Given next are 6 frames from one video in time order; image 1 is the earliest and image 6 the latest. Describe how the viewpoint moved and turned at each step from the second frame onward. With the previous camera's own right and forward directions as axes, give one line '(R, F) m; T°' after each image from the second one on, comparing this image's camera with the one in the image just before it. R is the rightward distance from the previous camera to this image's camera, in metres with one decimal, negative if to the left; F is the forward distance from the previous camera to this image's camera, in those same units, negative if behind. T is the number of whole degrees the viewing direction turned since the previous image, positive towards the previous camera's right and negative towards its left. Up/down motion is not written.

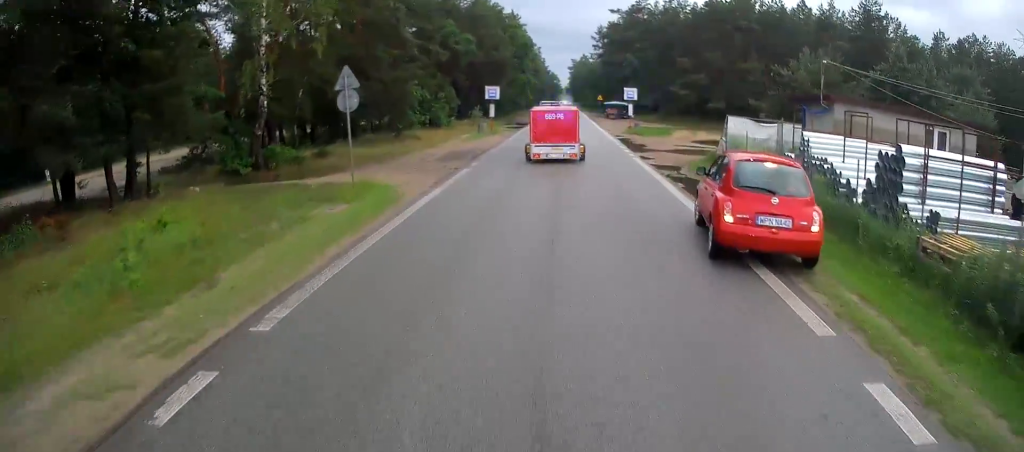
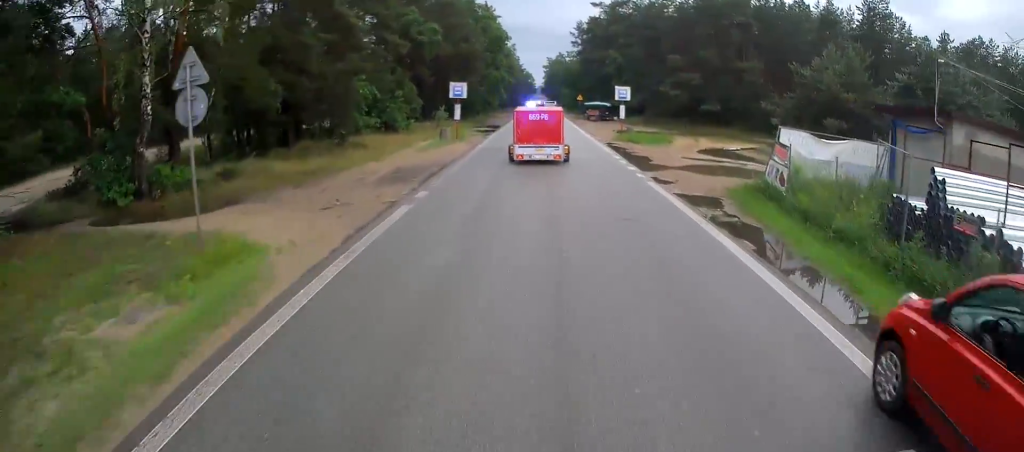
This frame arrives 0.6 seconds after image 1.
(0.0, +7.0) m; +1°
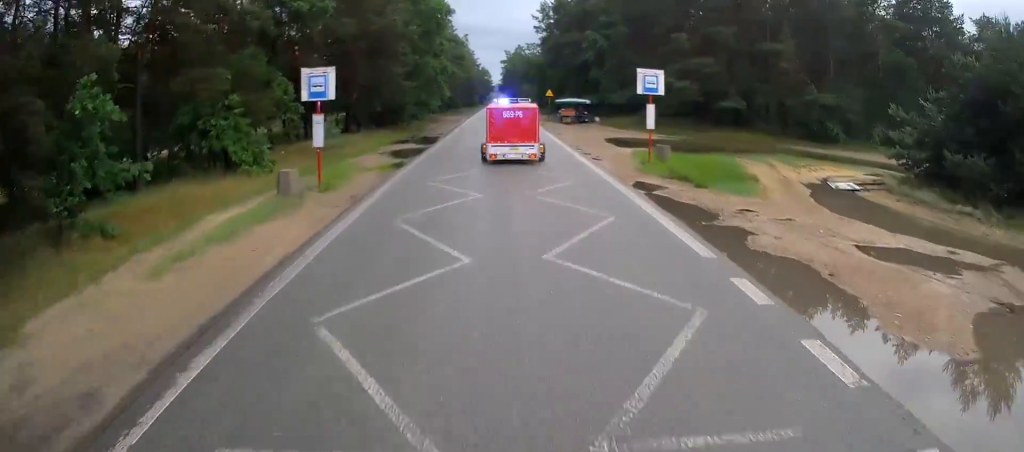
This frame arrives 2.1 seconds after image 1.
(+0.5, +17.6) m; +4°
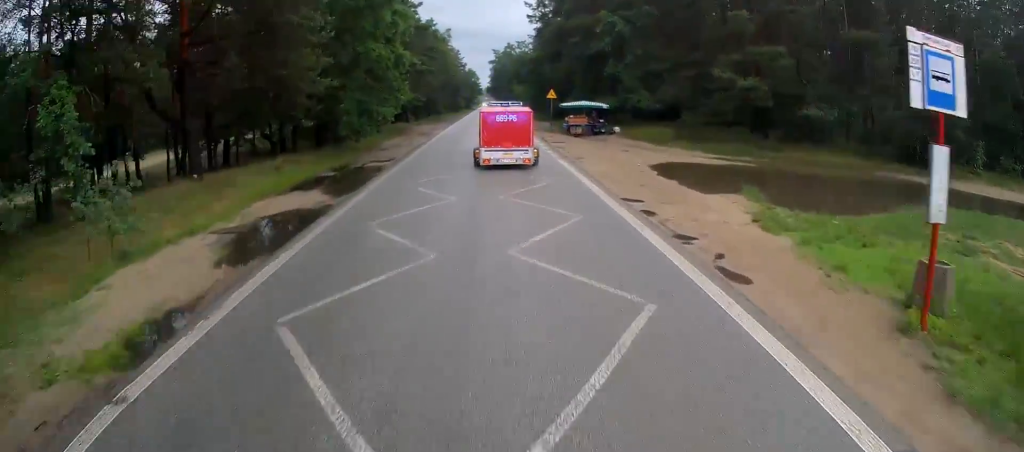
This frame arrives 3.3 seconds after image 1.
(+0.5, +14.8) m; +3°
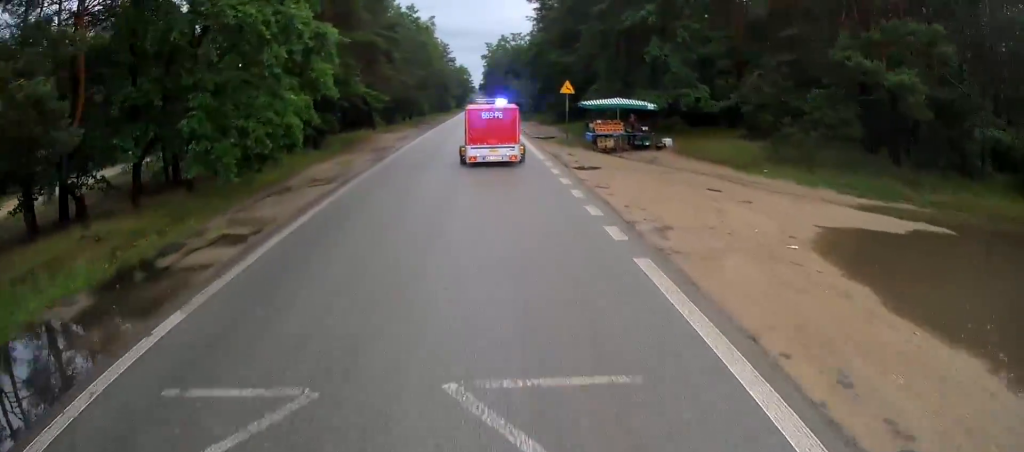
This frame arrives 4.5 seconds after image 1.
(+0.1, +14.4) m; 0°
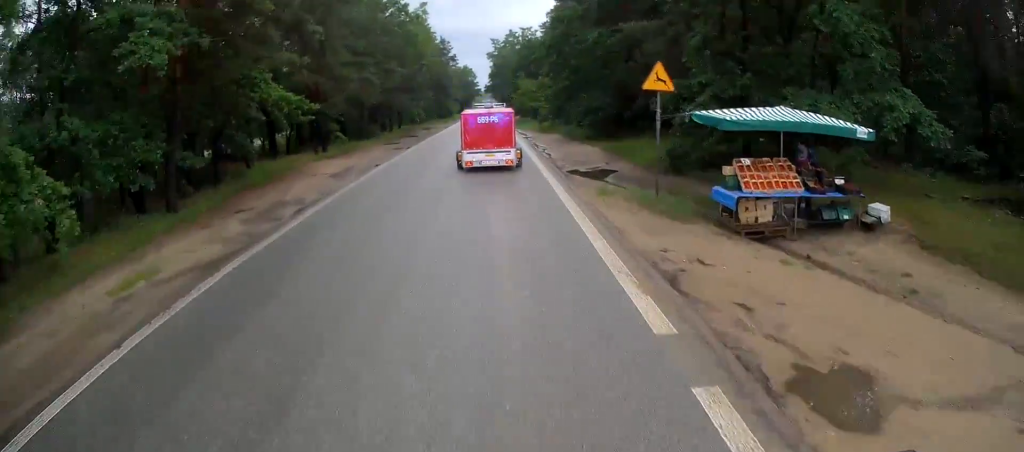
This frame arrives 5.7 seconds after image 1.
(0.0, +16.1) m; -1°
